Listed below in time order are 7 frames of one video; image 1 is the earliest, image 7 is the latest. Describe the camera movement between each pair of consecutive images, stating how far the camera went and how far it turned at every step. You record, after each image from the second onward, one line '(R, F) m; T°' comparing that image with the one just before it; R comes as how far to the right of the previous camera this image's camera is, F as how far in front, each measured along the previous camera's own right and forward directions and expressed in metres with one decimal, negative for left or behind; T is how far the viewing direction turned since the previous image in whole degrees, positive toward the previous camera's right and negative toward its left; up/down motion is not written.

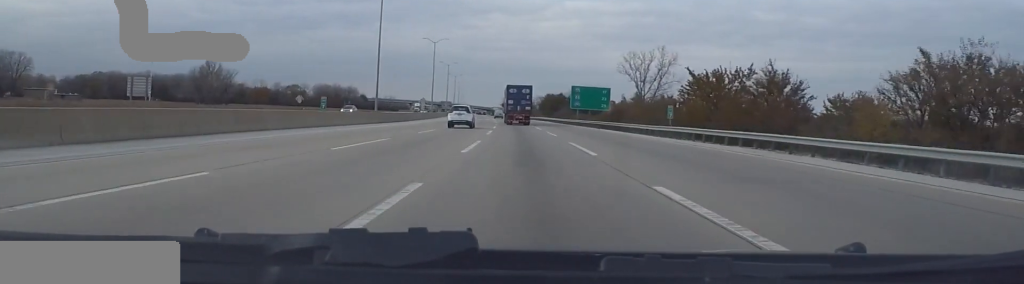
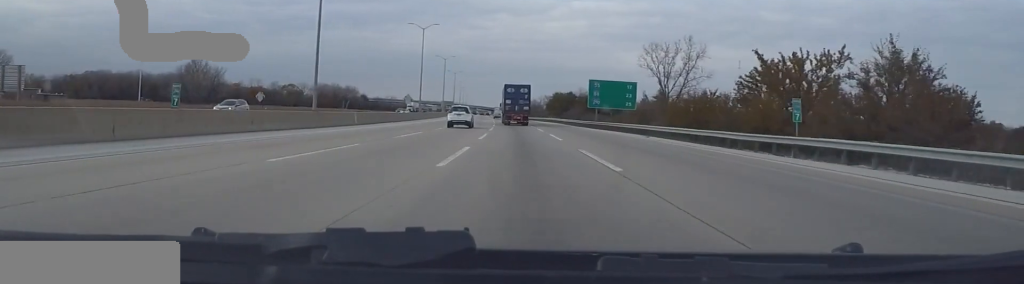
(+0.6, +19.8) m; 0°
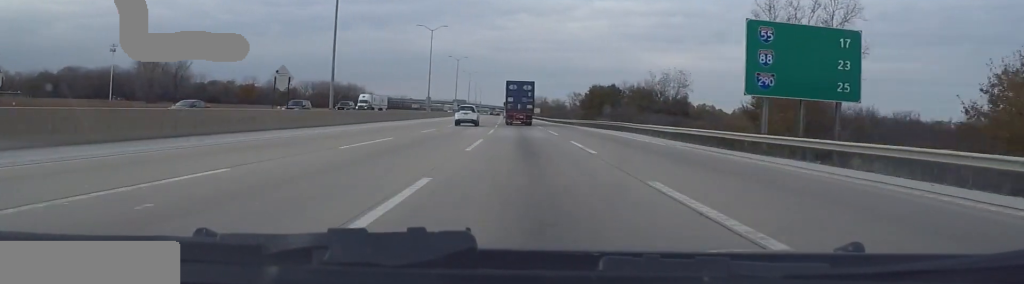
(-1.6, +55.0) m; -2°
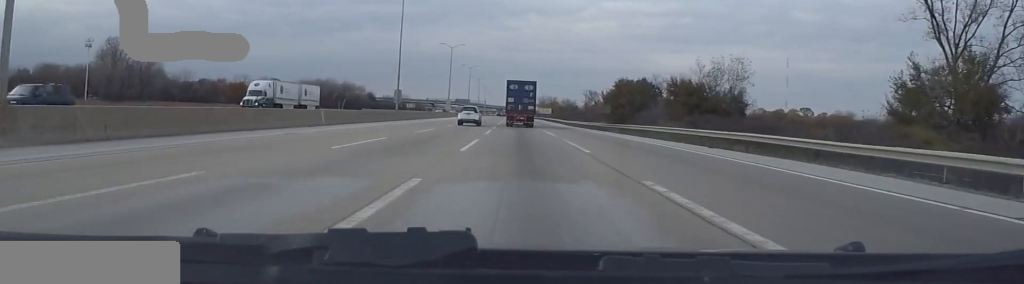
(-0.4, +31.5) m; 0°
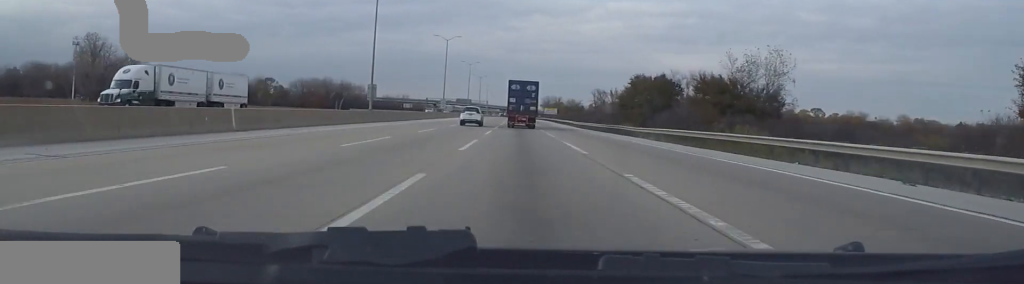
(+0.1, +14.3) m; -1°
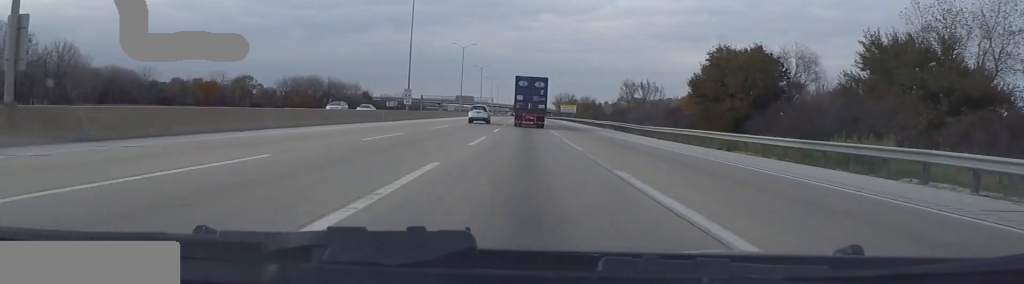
(-1.1, +43.9) m; -1°
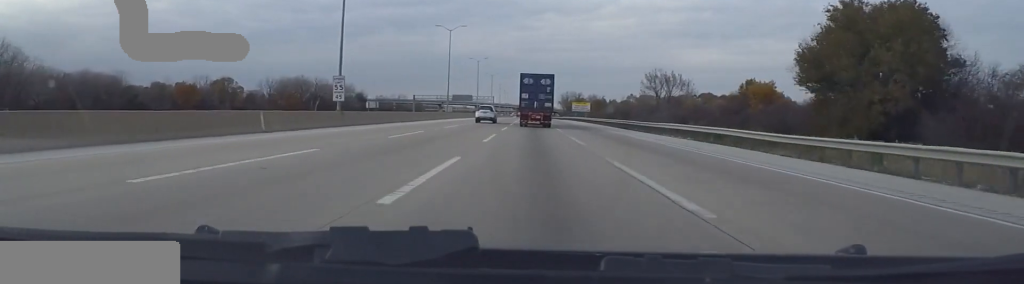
(+0.5, +28.6) m; +1°
